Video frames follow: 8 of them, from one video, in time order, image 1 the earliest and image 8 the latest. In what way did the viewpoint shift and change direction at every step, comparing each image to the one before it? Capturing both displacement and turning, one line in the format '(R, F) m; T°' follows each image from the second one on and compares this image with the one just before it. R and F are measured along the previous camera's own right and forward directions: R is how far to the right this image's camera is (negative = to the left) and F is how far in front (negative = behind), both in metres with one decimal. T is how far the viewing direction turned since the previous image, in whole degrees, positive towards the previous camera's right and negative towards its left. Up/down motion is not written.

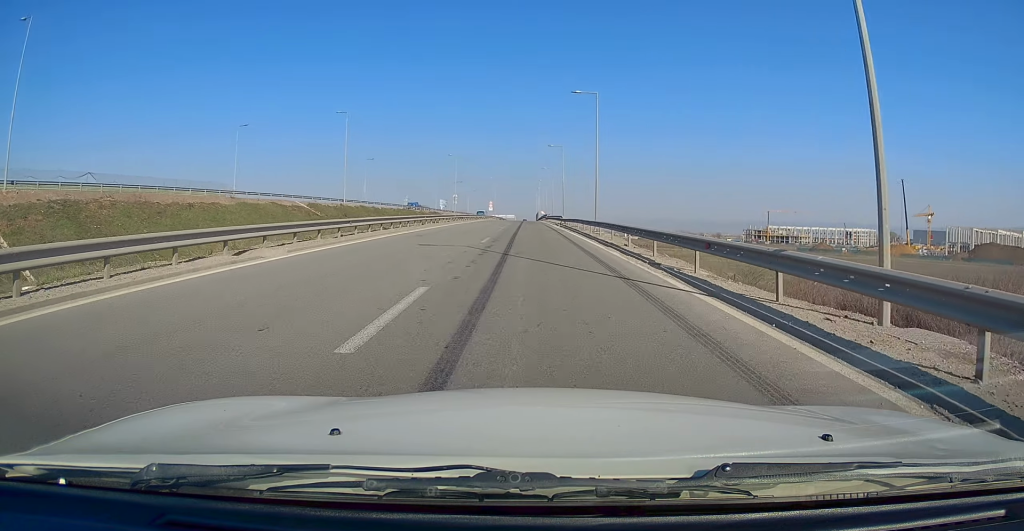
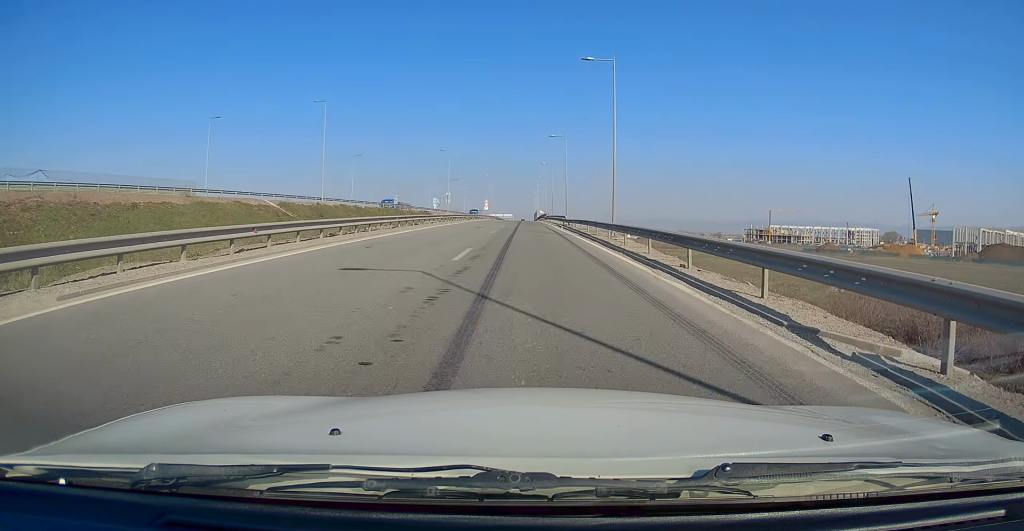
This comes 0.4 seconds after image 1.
(+0.2, +7.7) m; 0°
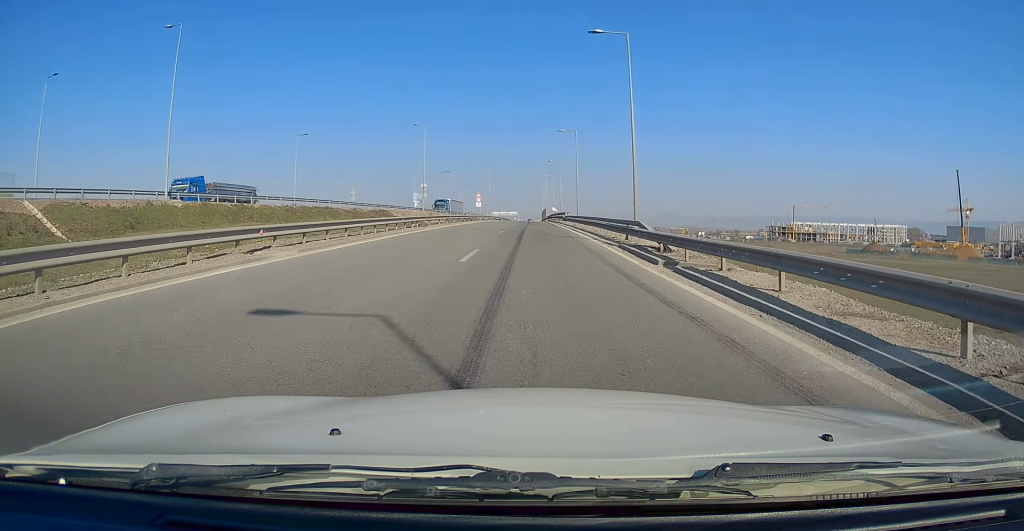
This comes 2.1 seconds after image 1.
(-0.3, +32.2) m; -1°
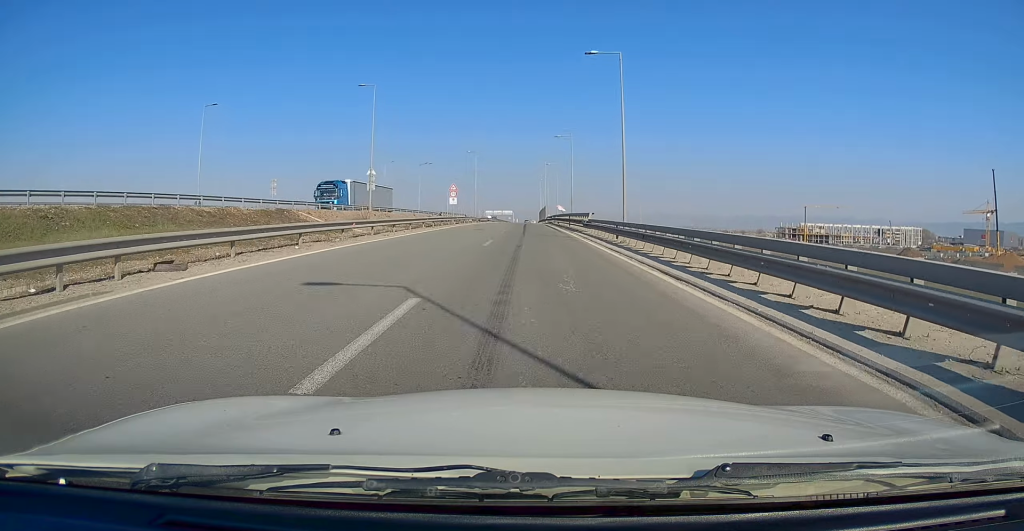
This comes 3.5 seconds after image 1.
(-0.4, +25.5) m; -1°
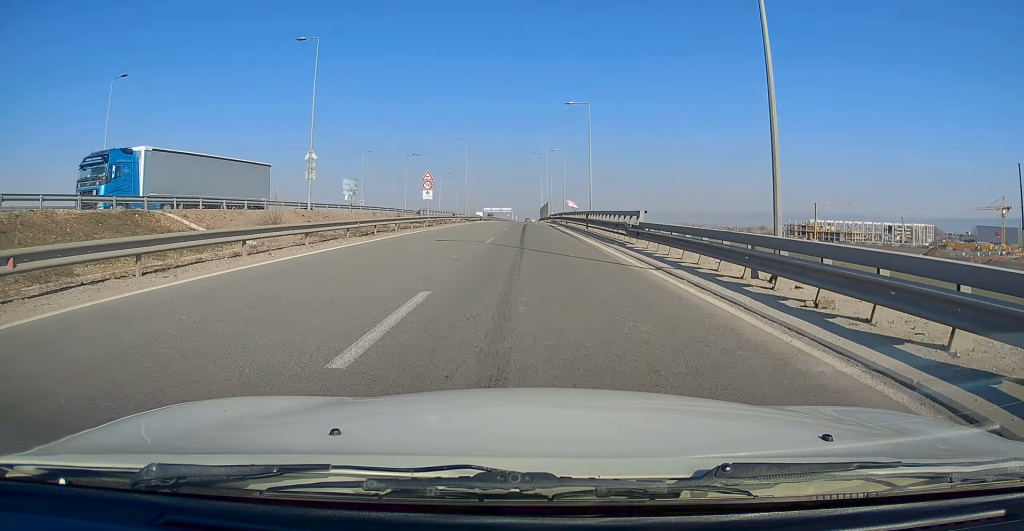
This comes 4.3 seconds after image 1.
(+0.2, +15.4) m; 0°
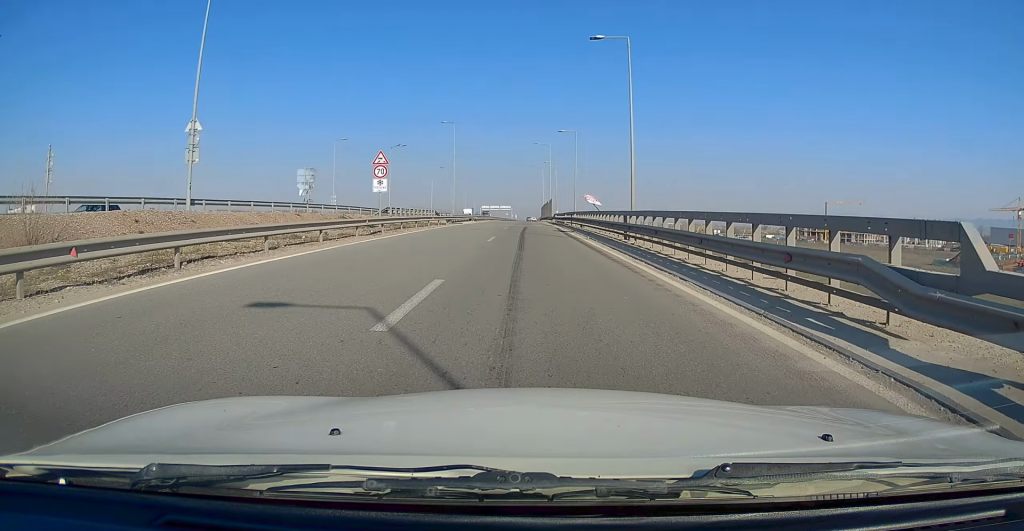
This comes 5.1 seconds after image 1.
(+0.1, +14.8) m; 0°
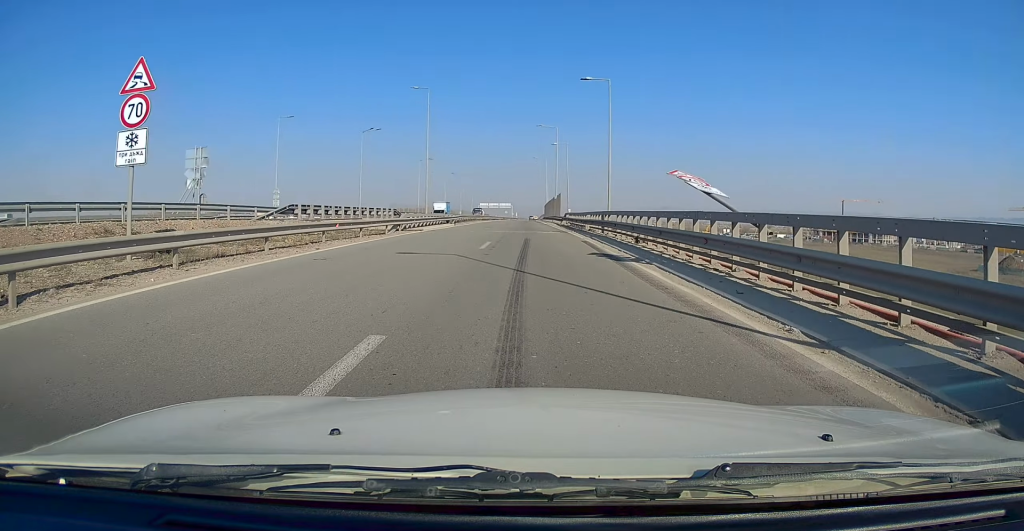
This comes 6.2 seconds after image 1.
(-0.1, +20.3) m; +1°
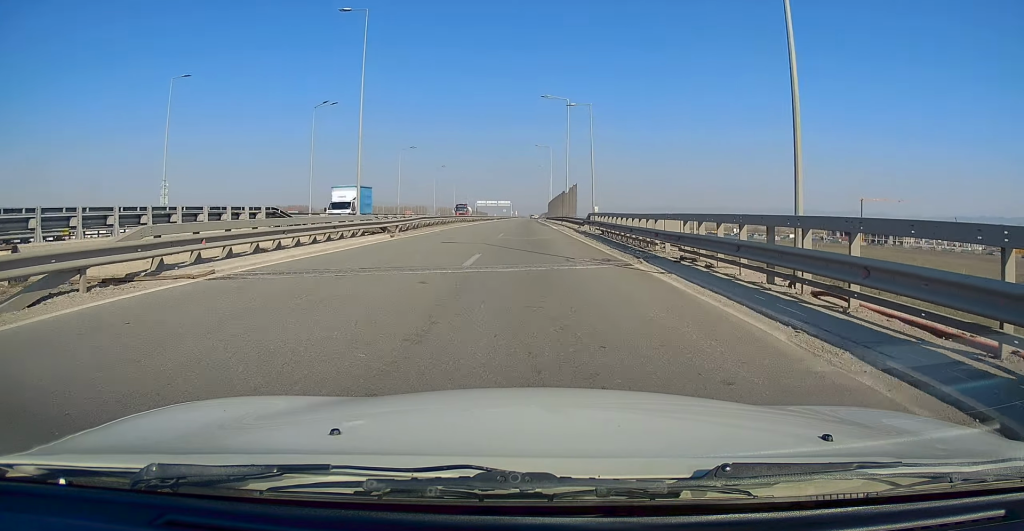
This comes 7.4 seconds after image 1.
(+0.3, +21.5) m; 0°
